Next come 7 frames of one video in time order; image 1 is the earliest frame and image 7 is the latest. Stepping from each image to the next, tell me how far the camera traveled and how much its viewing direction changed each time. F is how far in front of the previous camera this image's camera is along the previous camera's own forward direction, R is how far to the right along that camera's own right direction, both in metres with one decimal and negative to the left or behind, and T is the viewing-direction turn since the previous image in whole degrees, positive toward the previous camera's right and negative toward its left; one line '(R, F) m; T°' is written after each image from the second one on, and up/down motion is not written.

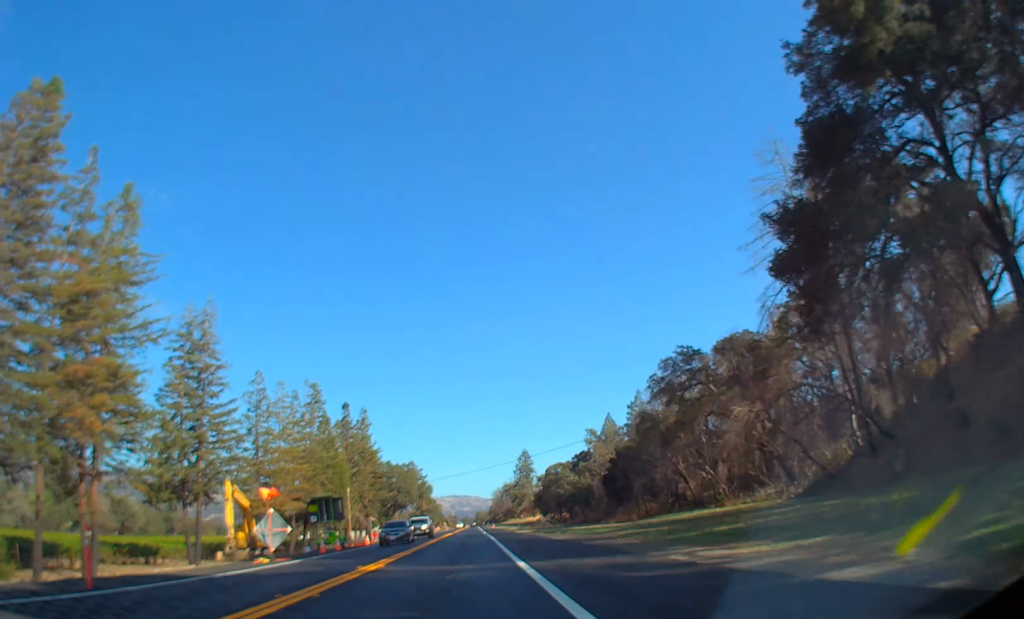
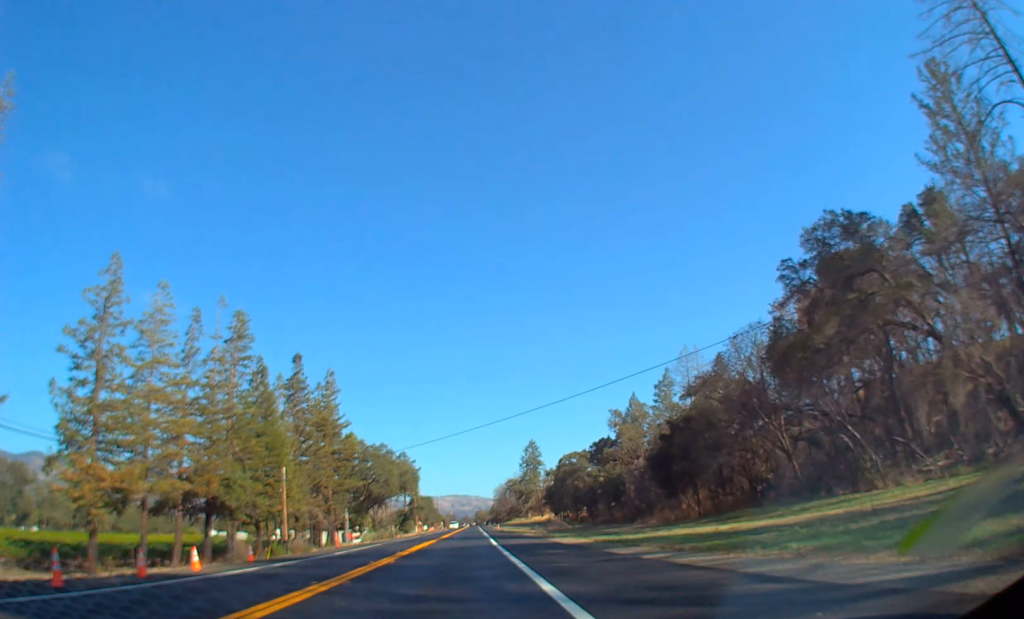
(-0.3, +35.2) m; 0°
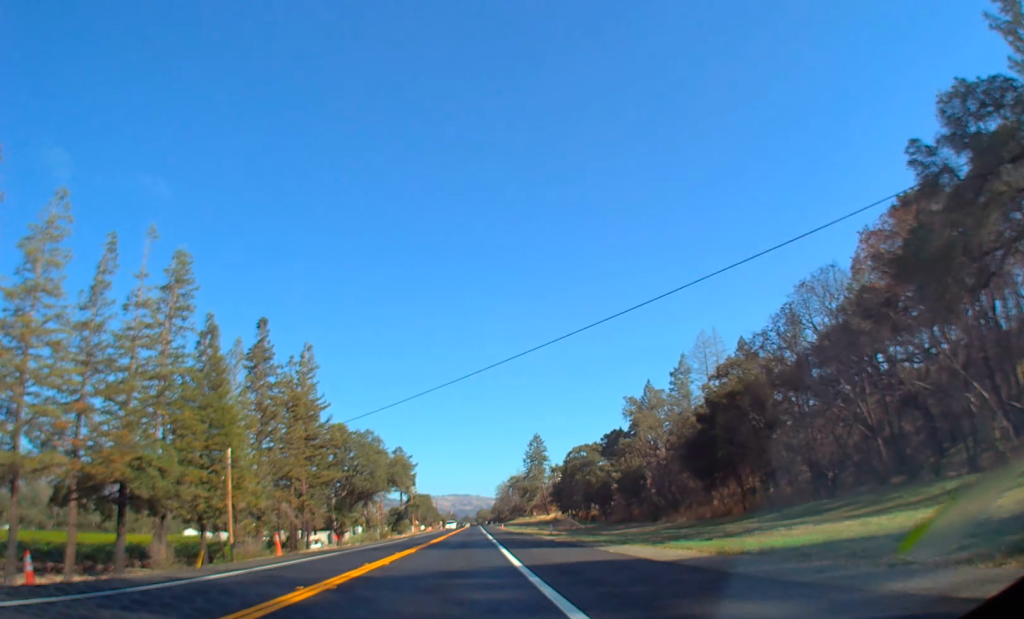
(0.0, +16.1) m; +1°
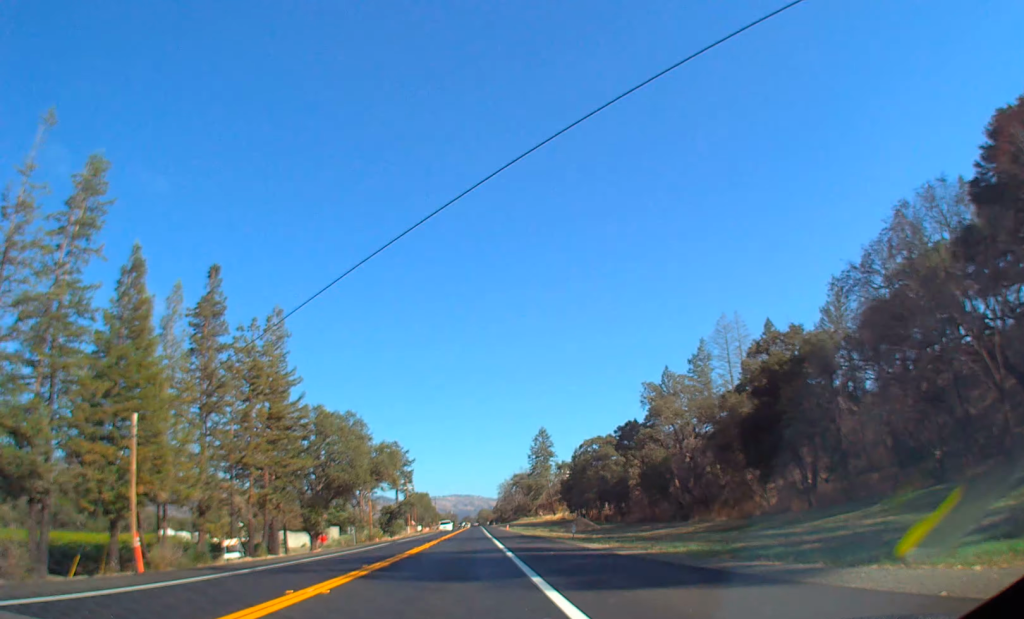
(+0.3, +16.1) m; 0°
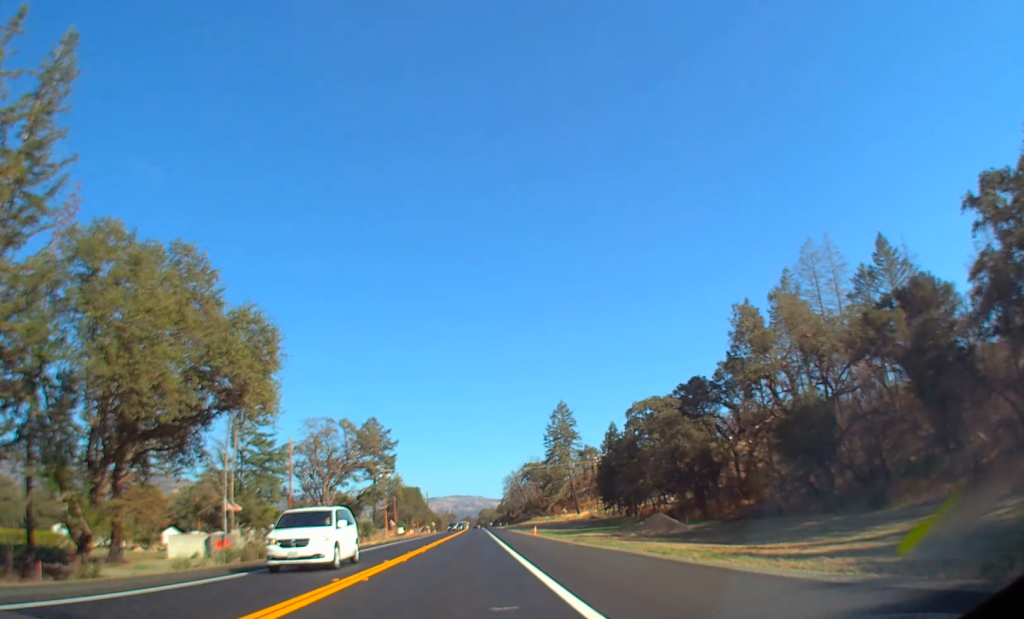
(-0.5, +49.5) m; 0°
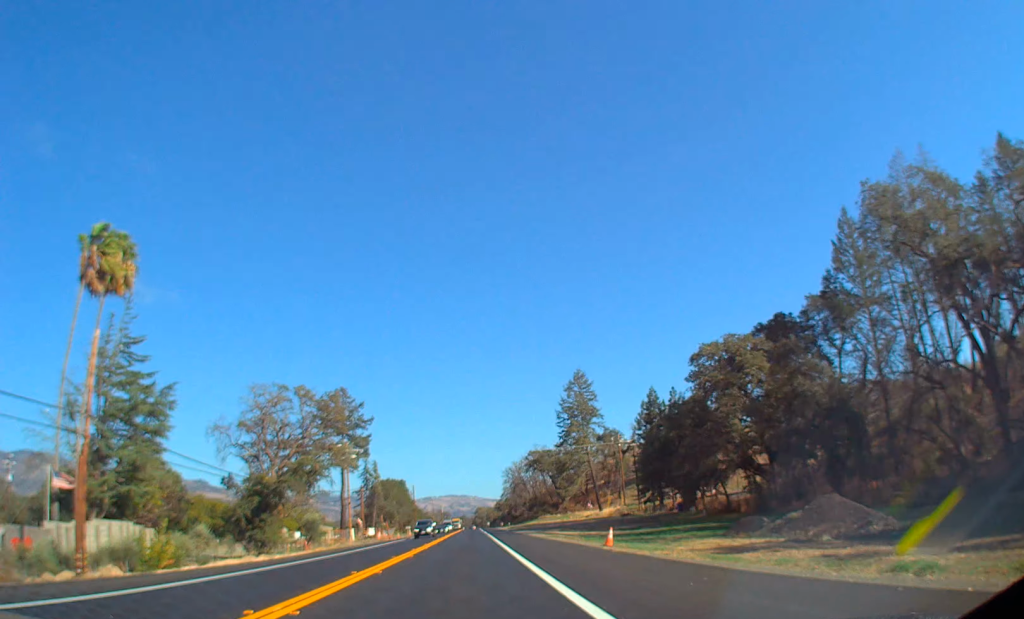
(+0.4, +35.0) m; 0°
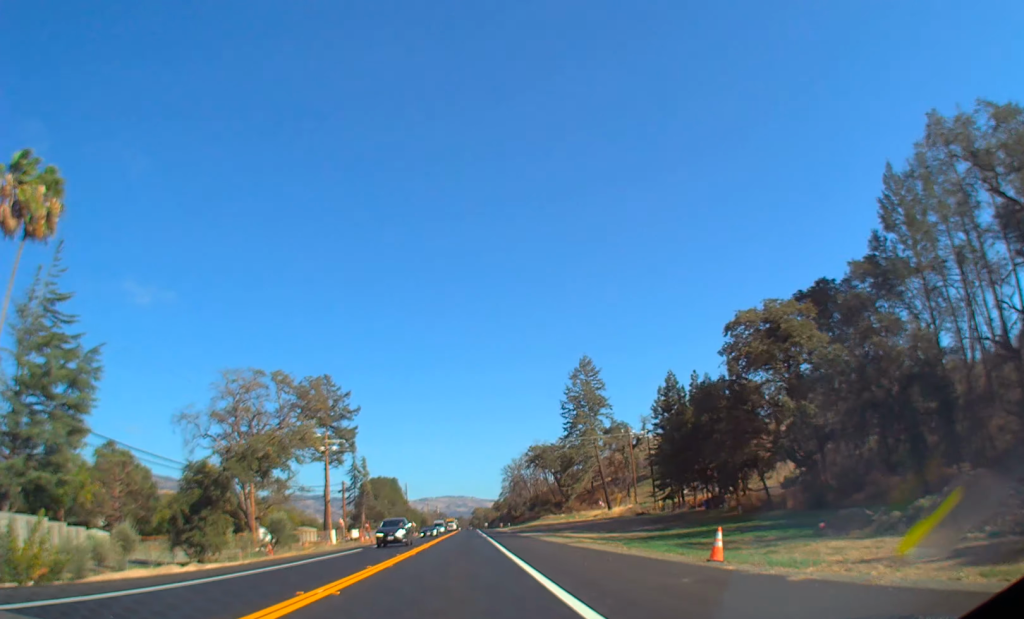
(0.0, +12.0) m; 0°
